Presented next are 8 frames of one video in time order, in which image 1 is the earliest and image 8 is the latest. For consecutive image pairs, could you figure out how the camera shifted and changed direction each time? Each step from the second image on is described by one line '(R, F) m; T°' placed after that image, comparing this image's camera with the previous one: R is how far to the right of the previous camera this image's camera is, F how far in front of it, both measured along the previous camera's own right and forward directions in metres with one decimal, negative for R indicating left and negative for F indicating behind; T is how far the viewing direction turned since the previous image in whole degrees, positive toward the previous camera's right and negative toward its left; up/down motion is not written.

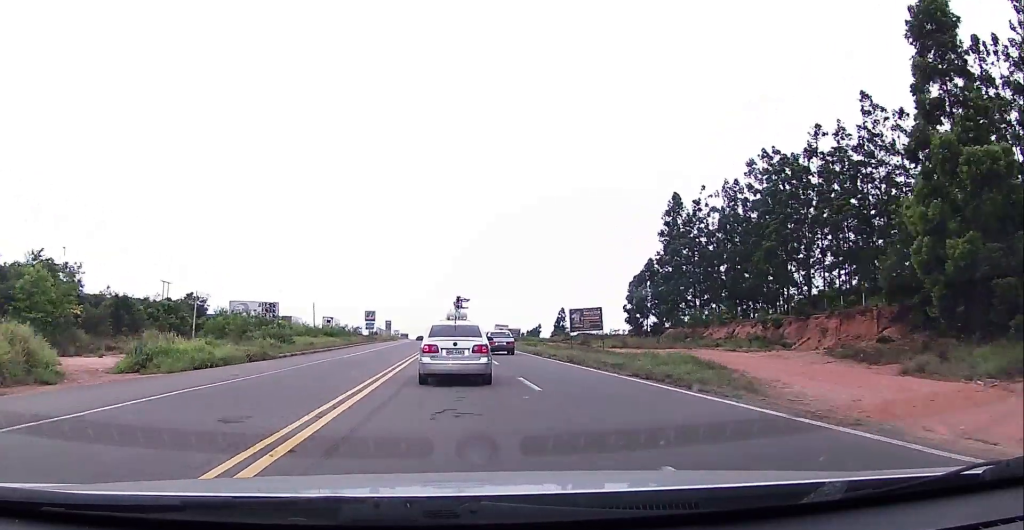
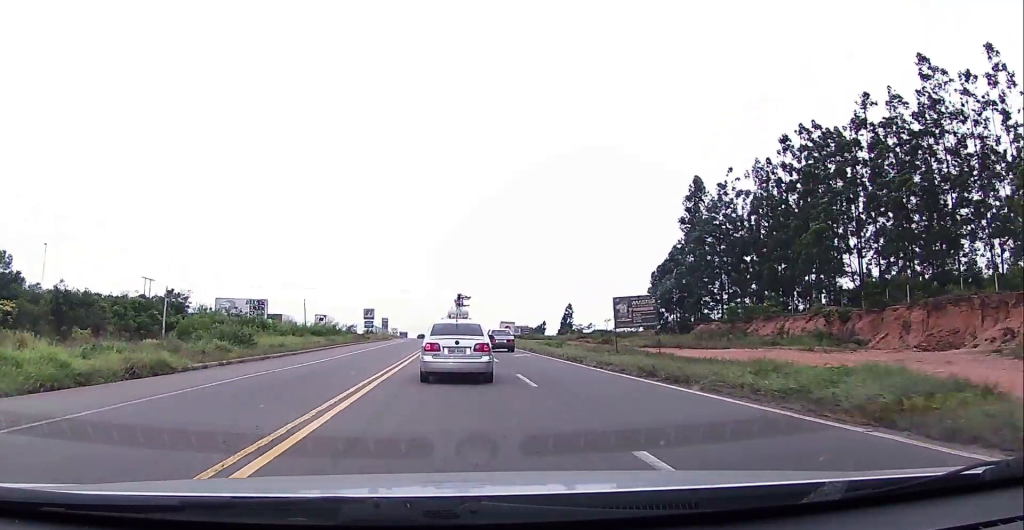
(0.0, +11.0) m; -1°
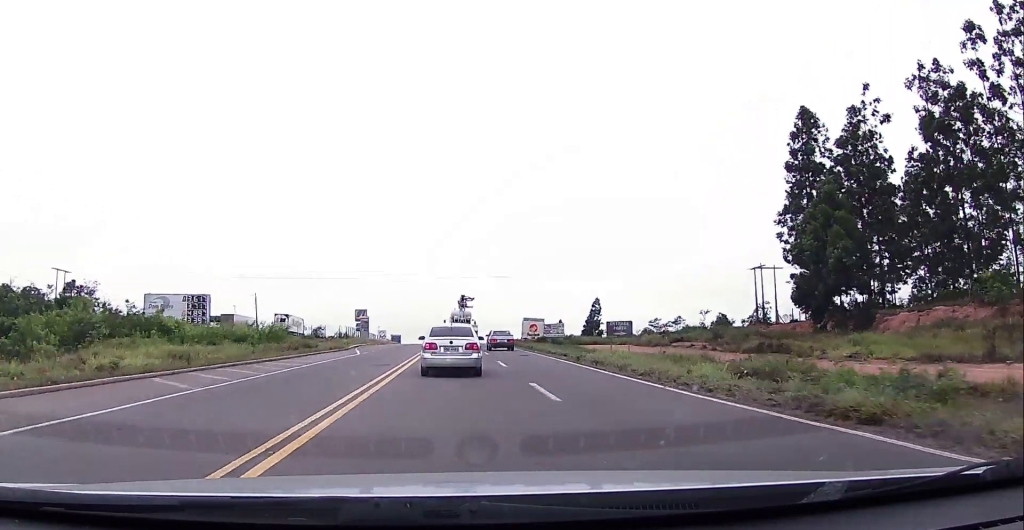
(-0.7, +38.0) m; -2°
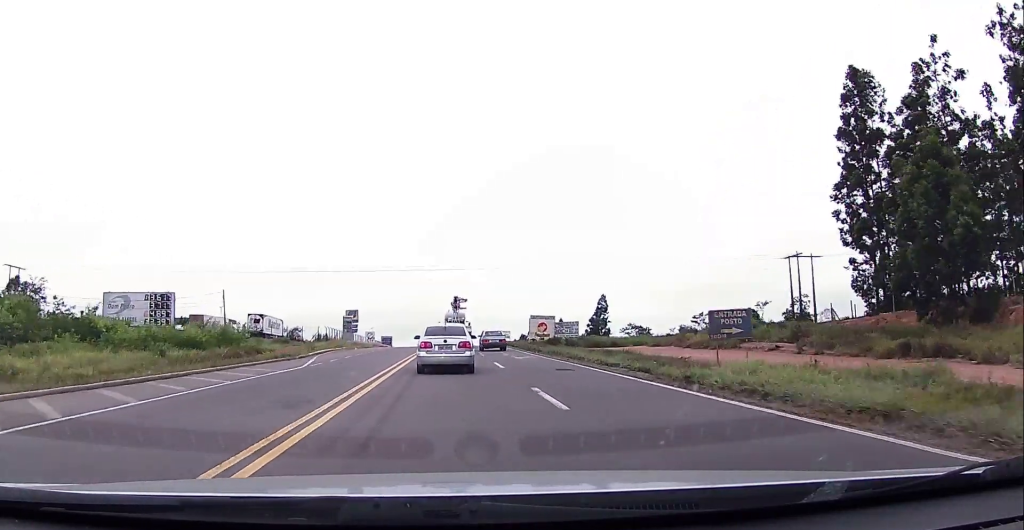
(0.0, +13.3) m; 0°
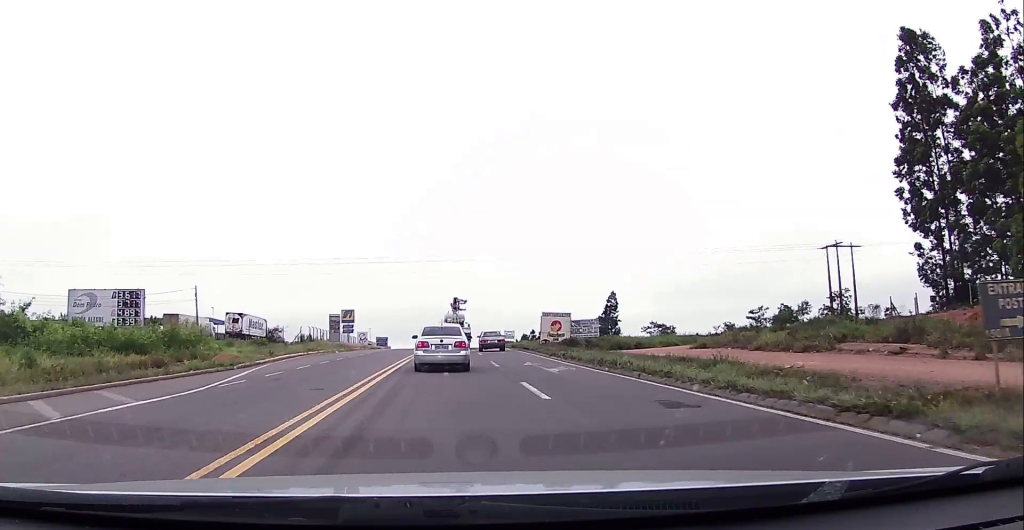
(0.0, +10.4) m; 0°
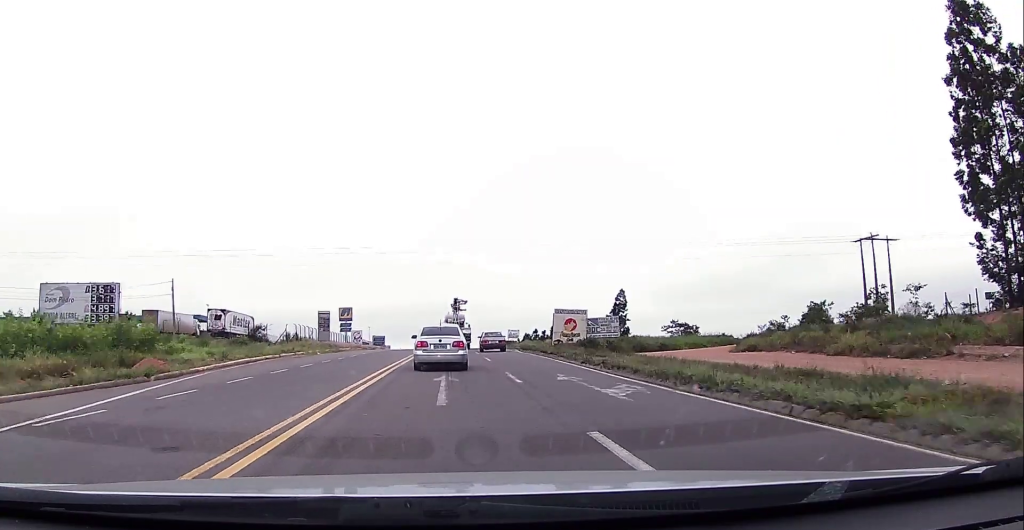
(-0.2, +7.6) m; +1°
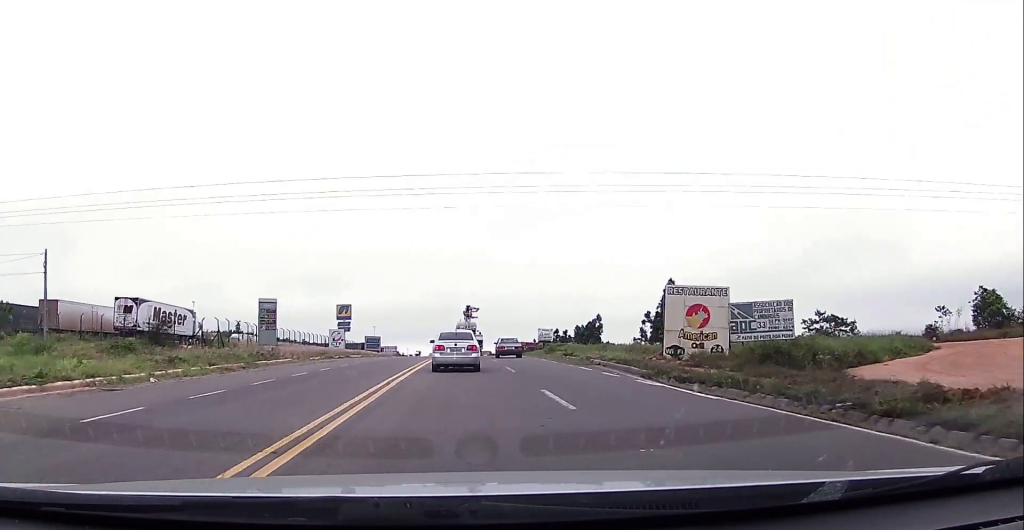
(+0.8, +28.3) m; +1°
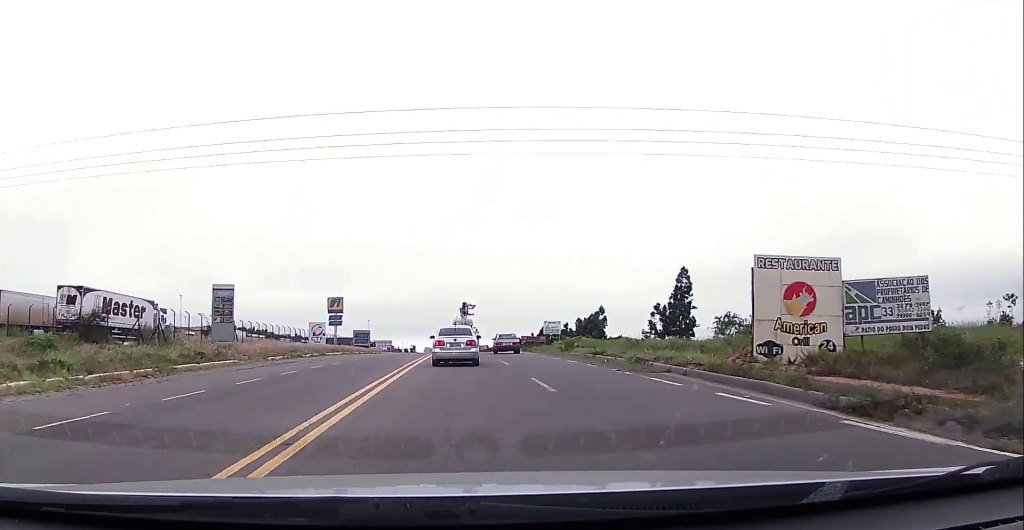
(0.0, +9.5) m; -2°
